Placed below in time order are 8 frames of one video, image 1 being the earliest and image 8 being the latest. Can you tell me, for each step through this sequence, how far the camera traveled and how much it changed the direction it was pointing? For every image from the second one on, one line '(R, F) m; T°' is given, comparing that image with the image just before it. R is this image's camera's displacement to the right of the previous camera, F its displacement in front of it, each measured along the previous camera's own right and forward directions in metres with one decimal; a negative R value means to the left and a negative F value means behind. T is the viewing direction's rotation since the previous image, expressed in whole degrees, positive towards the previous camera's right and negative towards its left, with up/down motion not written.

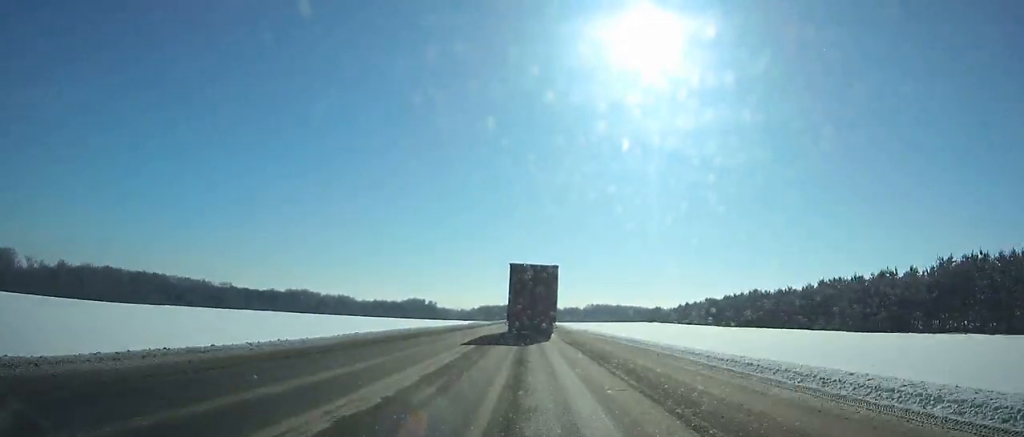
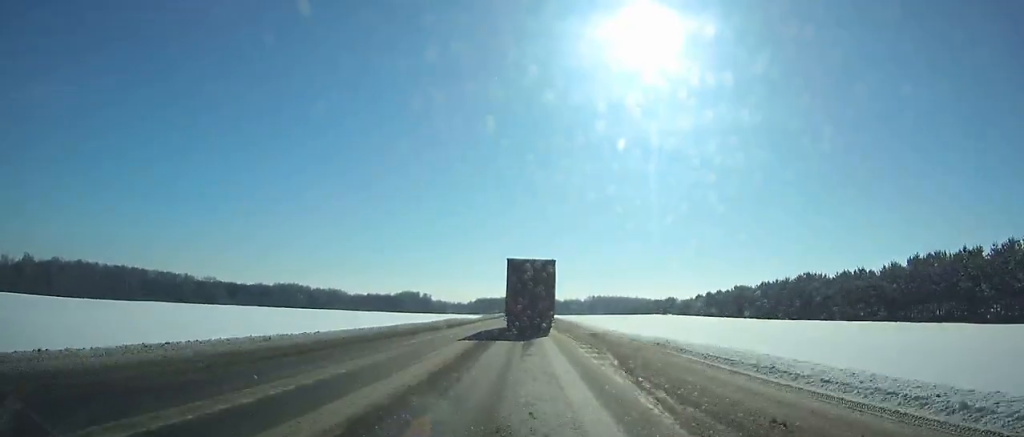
(-0.1, +29.9) m; 0°
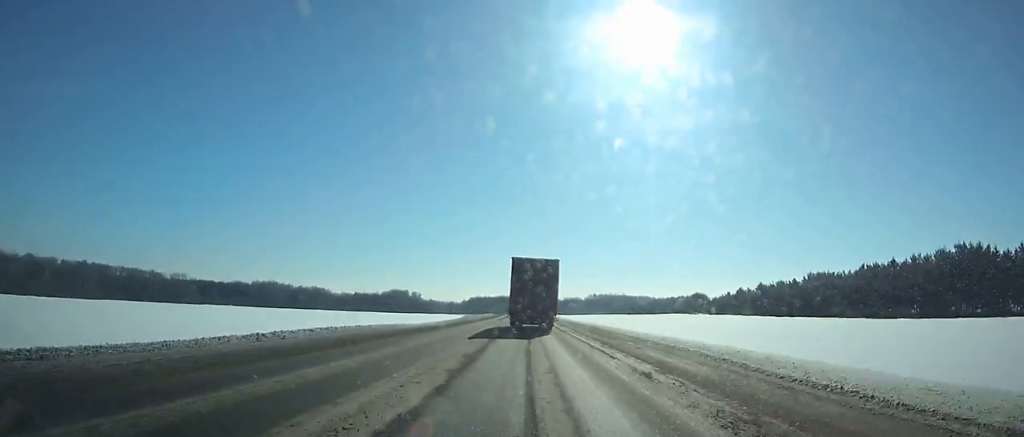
(+0.1, +48.6) m; 0°
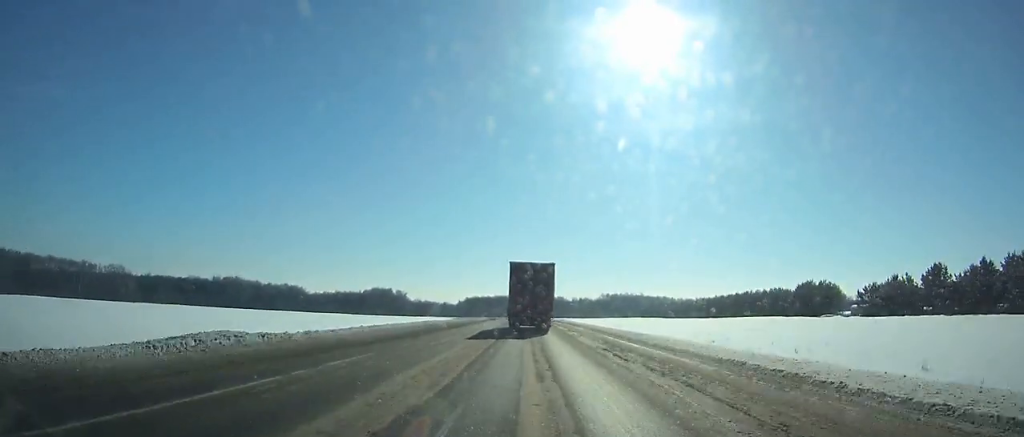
(+0.2, +91.9) m; 0°
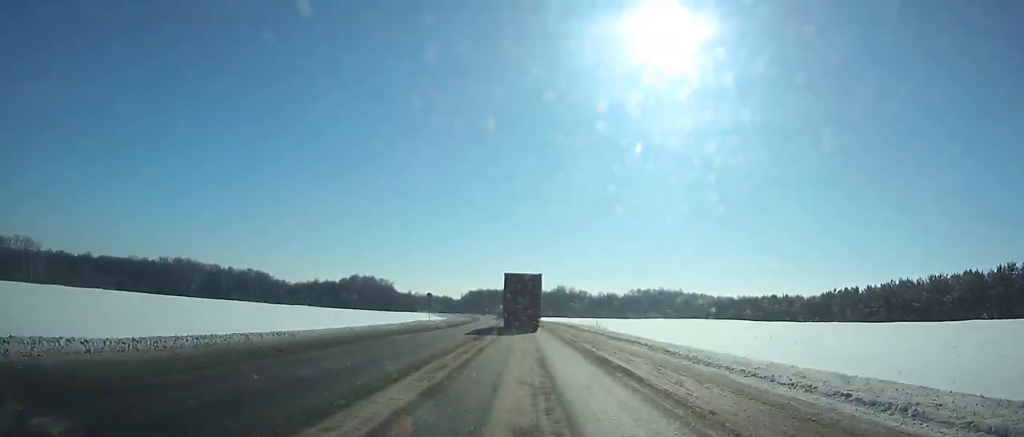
(-0.6, +109.4) m; -1°
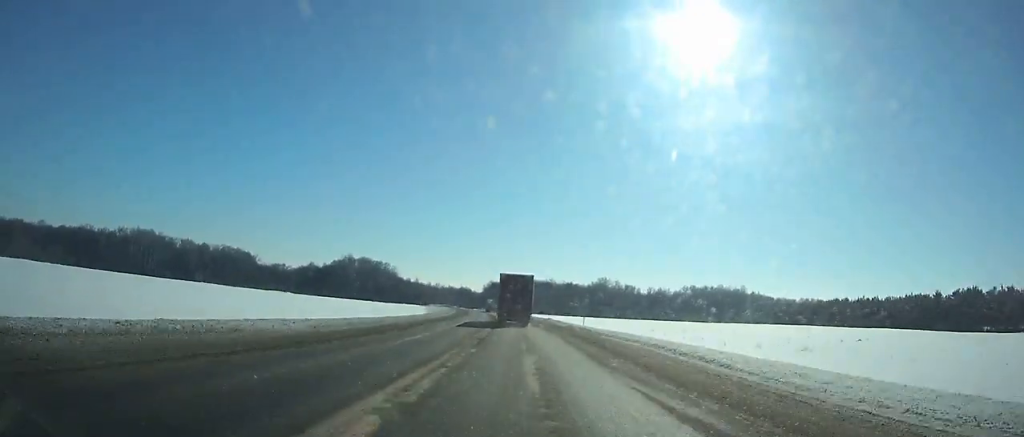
(-2.6, +87.9) m; -3°
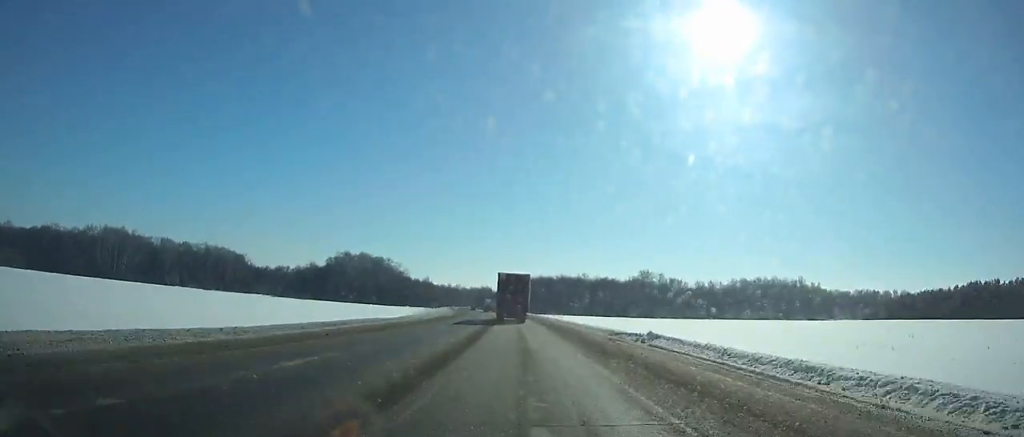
(-1.1, +54.5) m; -2°
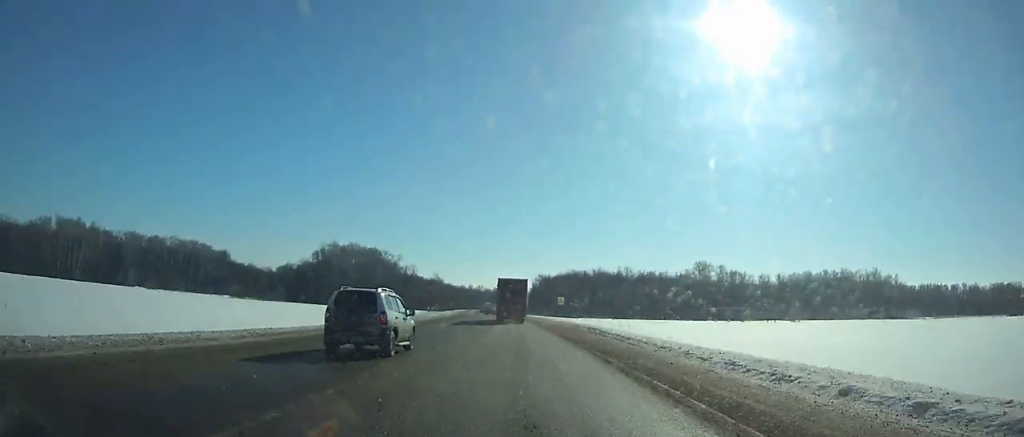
(-1.4, +58.7) m; -3°
